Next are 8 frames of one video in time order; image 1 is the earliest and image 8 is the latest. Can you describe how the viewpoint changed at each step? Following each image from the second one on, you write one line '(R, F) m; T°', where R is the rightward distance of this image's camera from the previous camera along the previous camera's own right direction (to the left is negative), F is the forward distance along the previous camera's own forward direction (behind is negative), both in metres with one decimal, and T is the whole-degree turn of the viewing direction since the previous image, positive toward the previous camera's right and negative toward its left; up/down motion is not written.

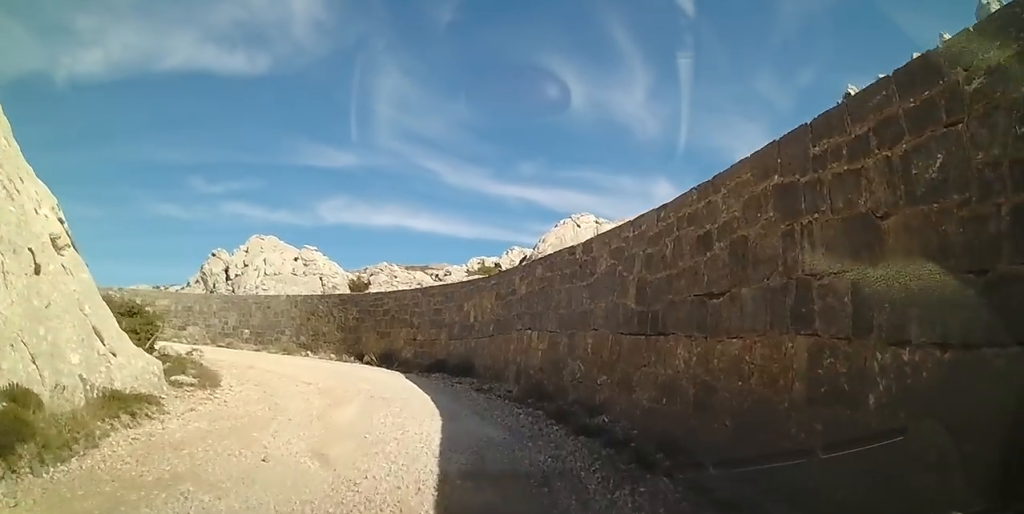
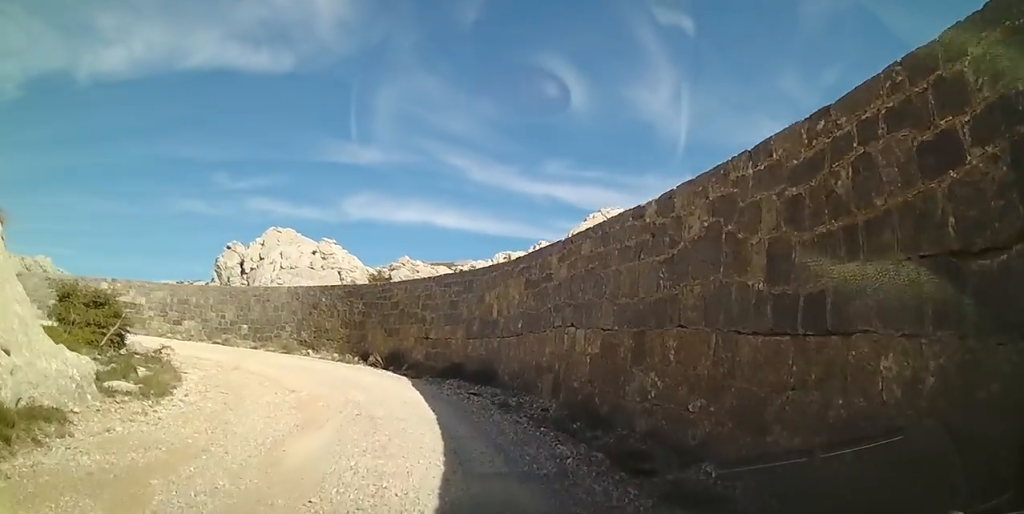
(+0.2, +2.8) m; -3°
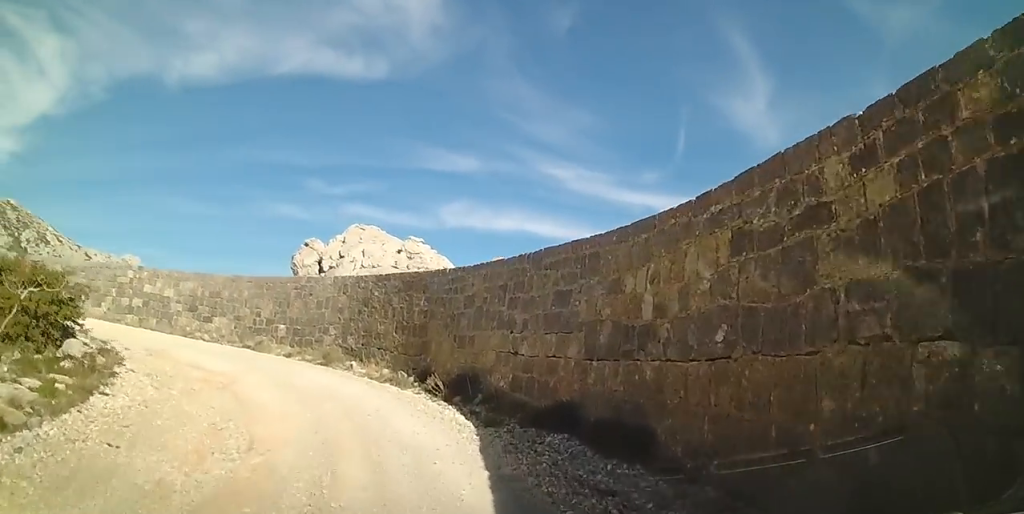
(-0.8, +5.4) m; -14°
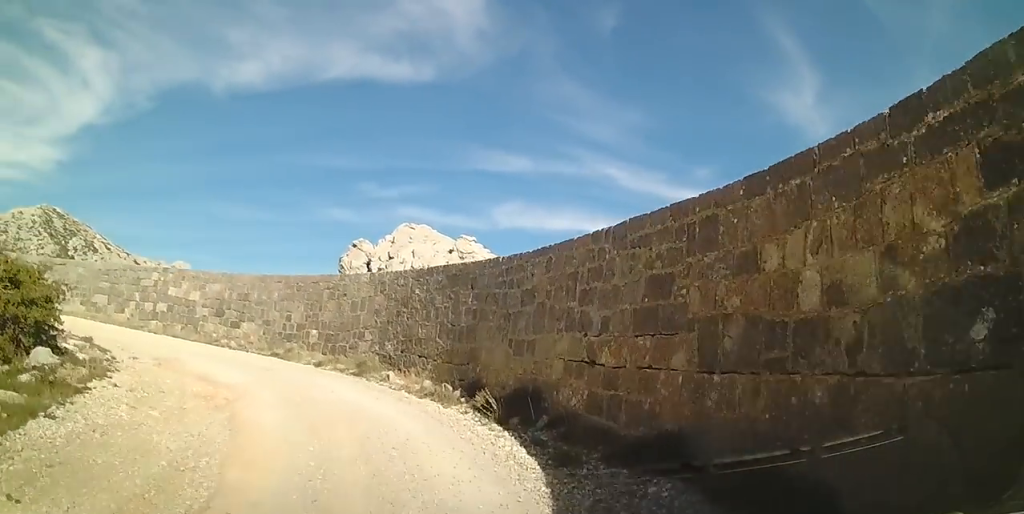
(0.0, +2.1) m; -5°
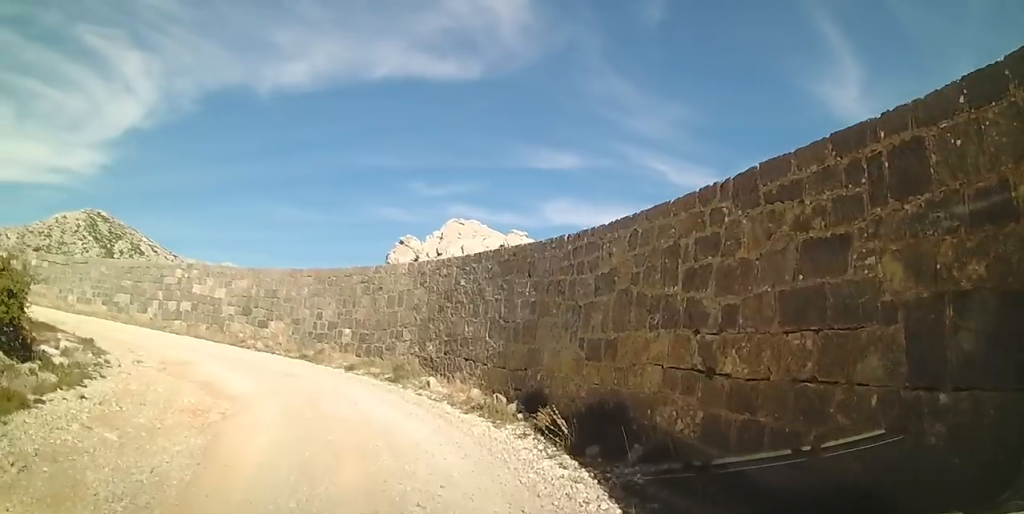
(-0.2, +1.9) m; -4°
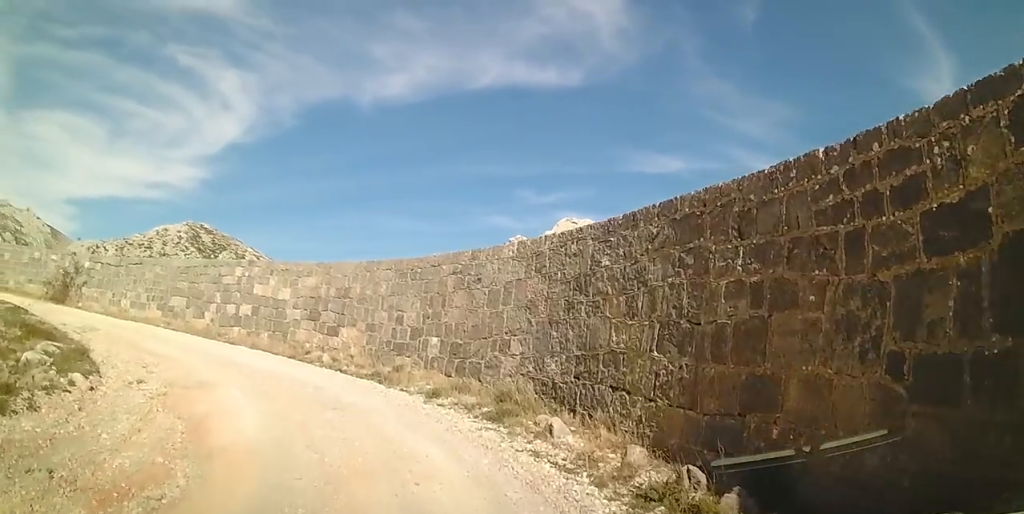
(-0.4, +4.2) m; -14°
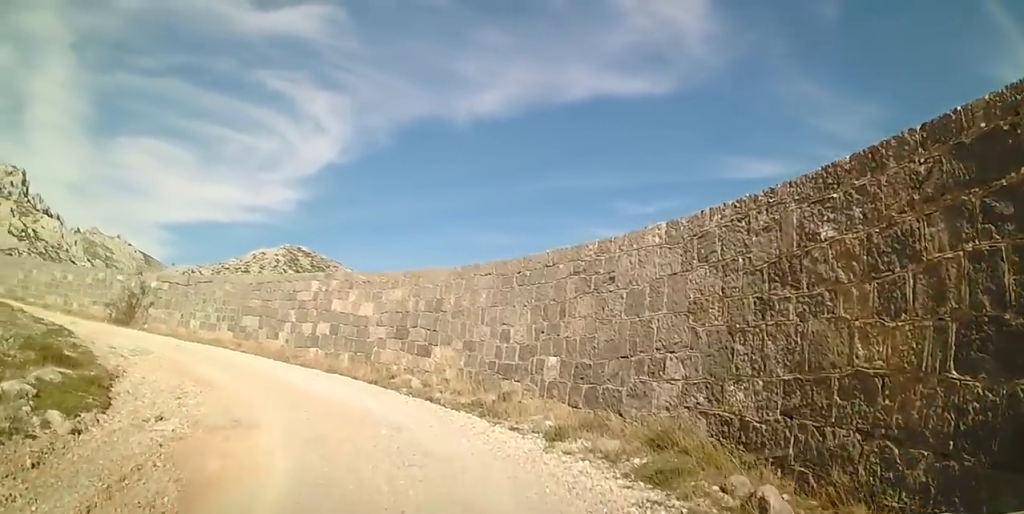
(-0.3, +2.6) m; -17°
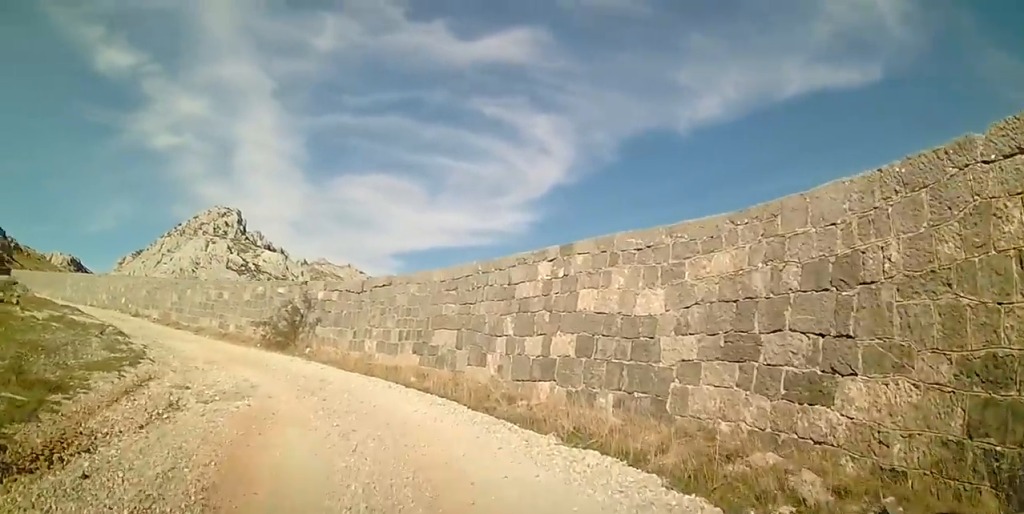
(-1.9, +6.1) m; -24°
